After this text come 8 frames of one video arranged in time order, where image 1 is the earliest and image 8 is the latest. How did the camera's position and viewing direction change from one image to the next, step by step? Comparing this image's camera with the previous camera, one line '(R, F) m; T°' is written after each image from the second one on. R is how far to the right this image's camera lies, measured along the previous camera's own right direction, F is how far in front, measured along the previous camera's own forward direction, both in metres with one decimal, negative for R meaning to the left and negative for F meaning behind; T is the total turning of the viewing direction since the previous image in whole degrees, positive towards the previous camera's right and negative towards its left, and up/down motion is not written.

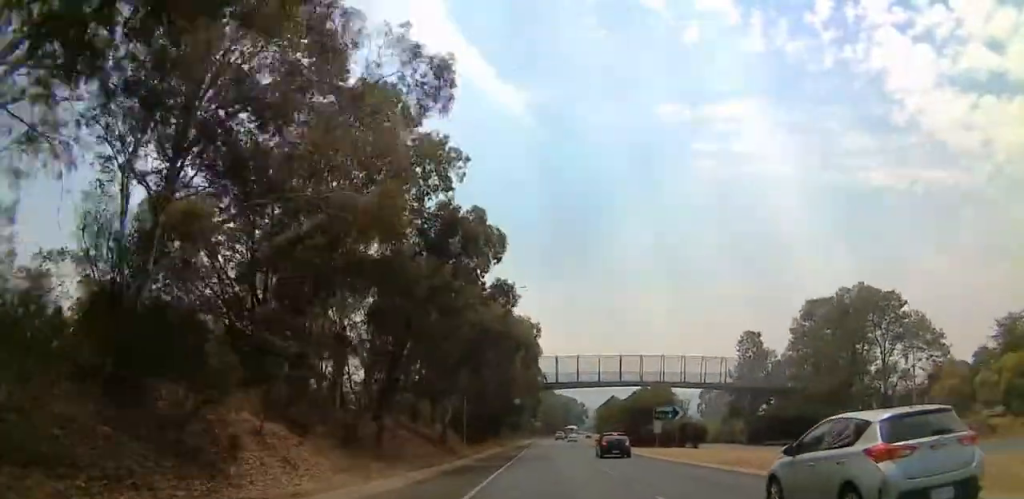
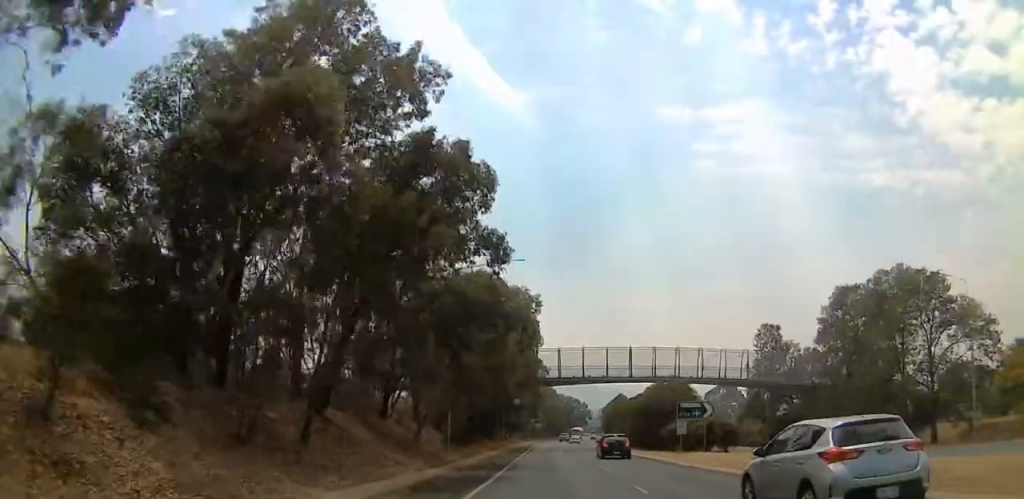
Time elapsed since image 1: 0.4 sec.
(+0.5, +8.4) m; 0°
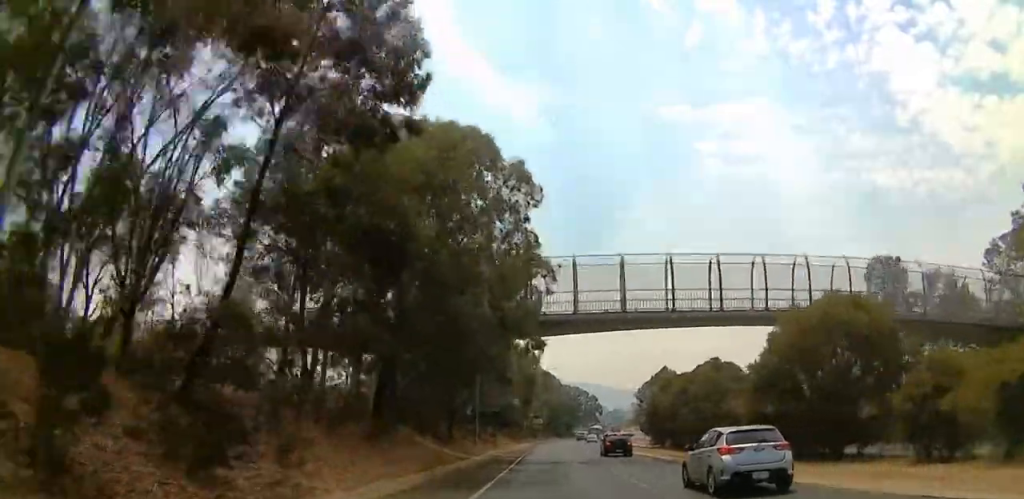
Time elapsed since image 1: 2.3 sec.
(-1.8, +36.2) m; -3°
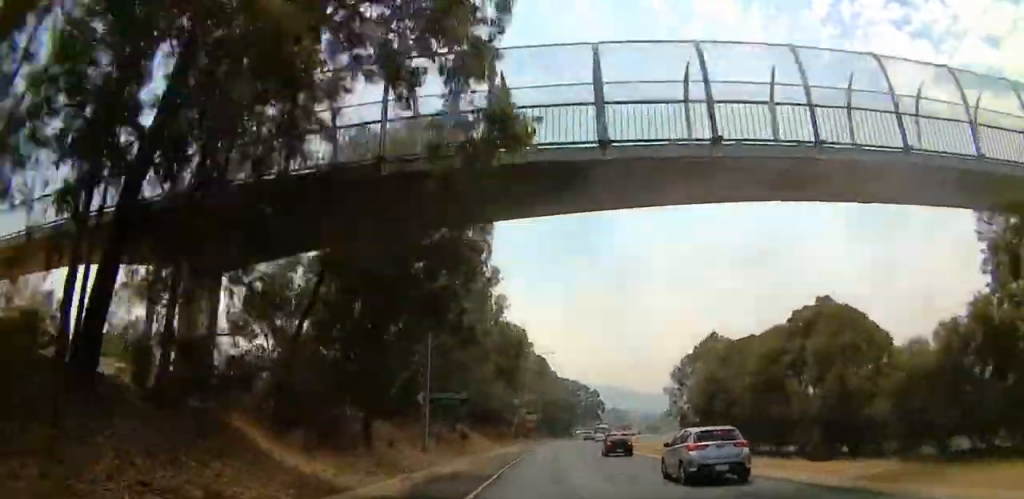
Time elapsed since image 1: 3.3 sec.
(0.0, +20.2) m; 0°
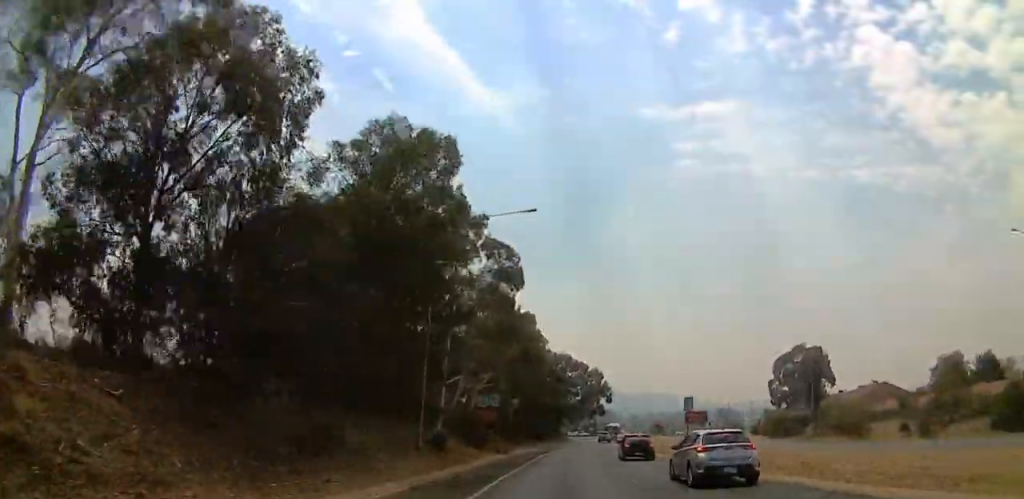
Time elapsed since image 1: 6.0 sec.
(-0.3, +48.9) m; +1°
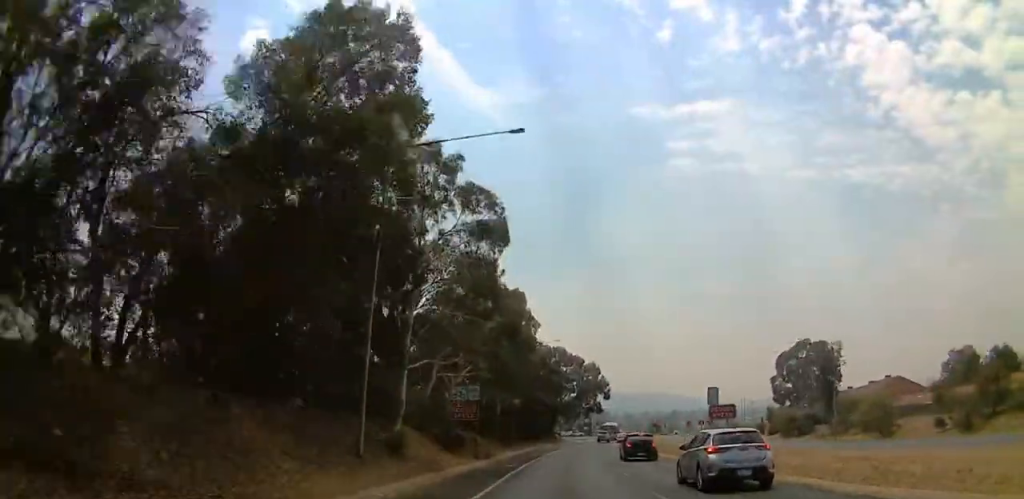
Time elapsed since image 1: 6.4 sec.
(+0.7, +7.7) m; 0°
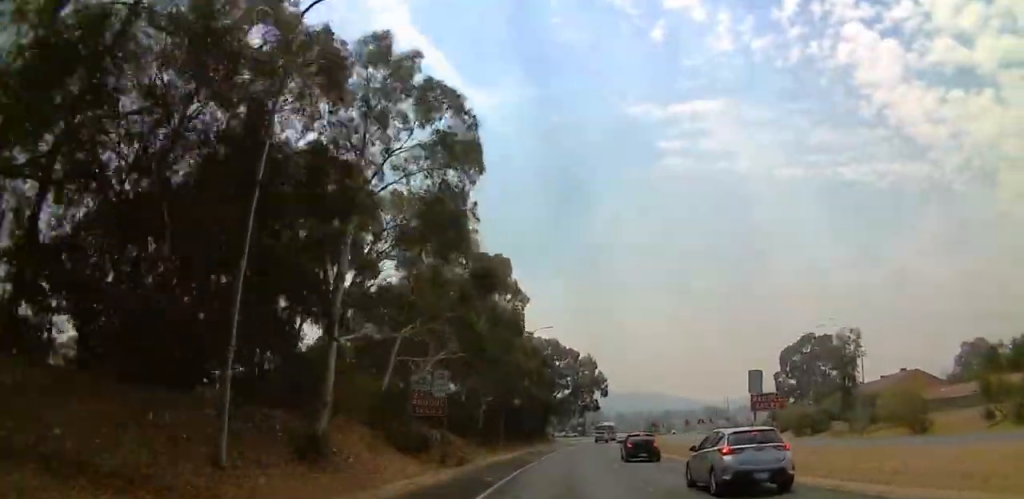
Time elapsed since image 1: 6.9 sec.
(-0.5, +7.7) m; 0°
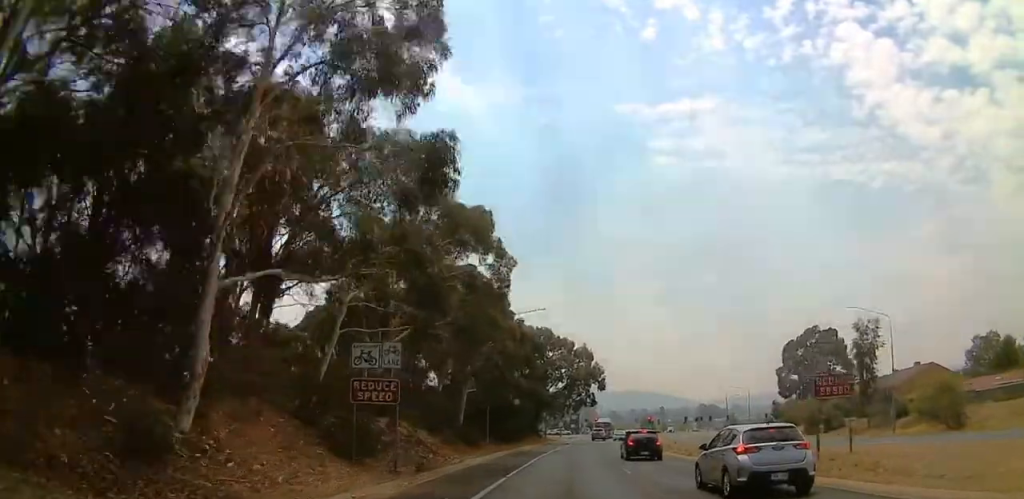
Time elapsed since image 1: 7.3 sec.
(-0.6, +7.0) m; 0°
